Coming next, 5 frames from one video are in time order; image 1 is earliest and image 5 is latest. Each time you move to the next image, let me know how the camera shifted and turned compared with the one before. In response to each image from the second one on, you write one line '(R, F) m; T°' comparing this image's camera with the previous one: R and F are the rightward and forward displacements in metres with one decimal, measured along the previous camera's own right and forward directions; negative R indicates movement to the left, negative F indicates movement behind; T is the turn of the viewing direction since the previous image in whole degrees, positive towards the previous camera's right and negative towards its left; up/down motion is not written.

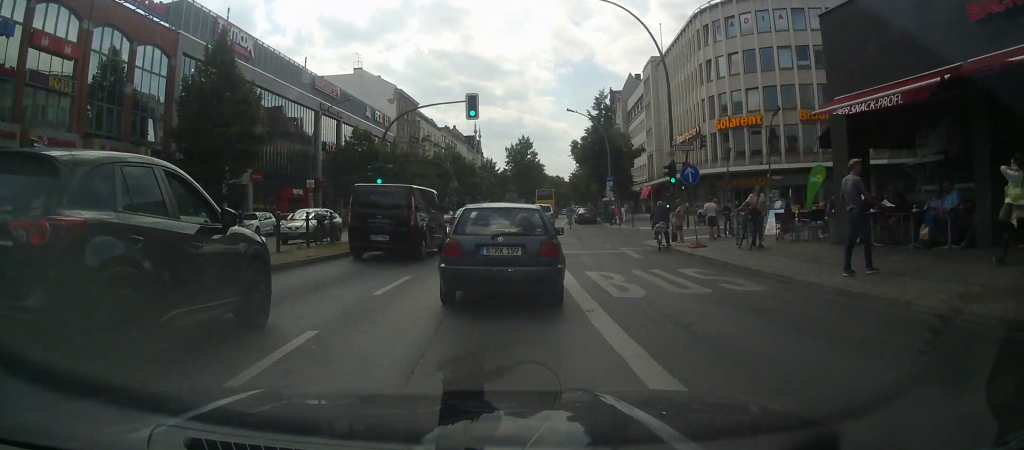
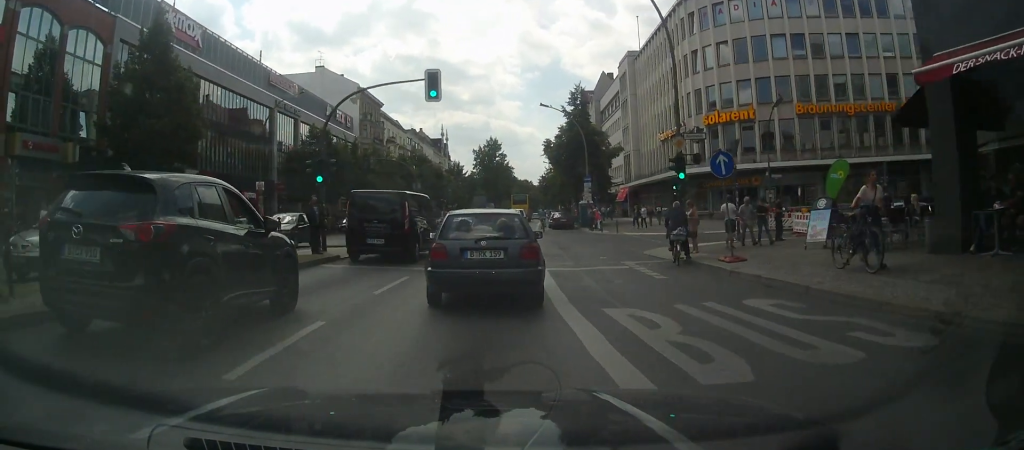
(+0.1, +4.9) m; 0°
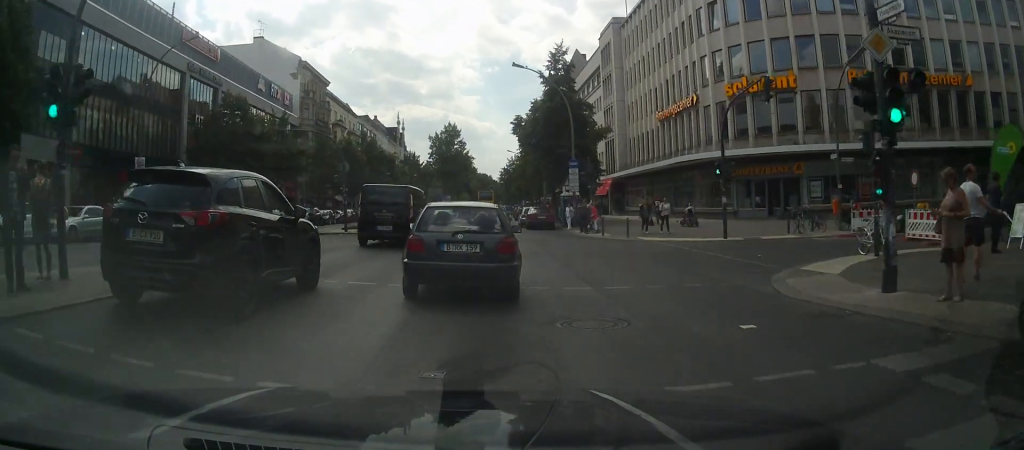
(+0.8, +12.1) m; +5°
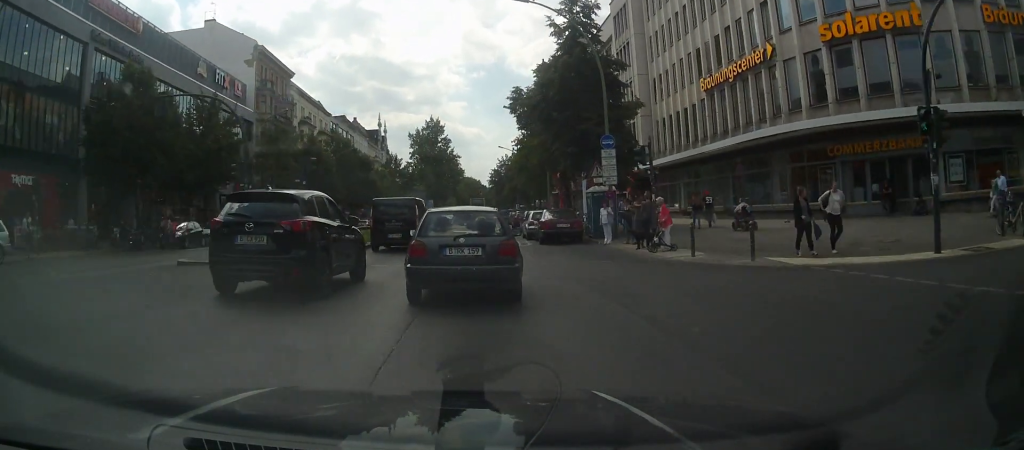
(+0.4, +13.5) m; +1°
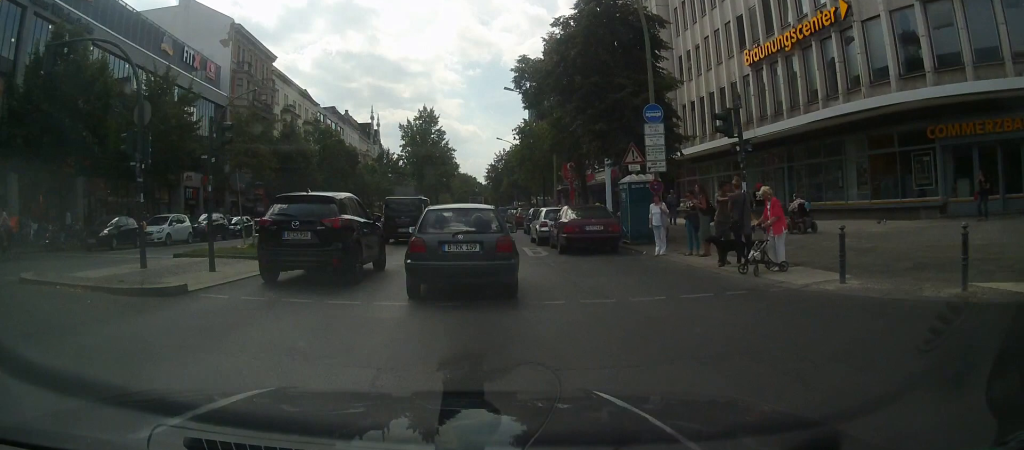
(-0.6, +7.1) m; -3°
